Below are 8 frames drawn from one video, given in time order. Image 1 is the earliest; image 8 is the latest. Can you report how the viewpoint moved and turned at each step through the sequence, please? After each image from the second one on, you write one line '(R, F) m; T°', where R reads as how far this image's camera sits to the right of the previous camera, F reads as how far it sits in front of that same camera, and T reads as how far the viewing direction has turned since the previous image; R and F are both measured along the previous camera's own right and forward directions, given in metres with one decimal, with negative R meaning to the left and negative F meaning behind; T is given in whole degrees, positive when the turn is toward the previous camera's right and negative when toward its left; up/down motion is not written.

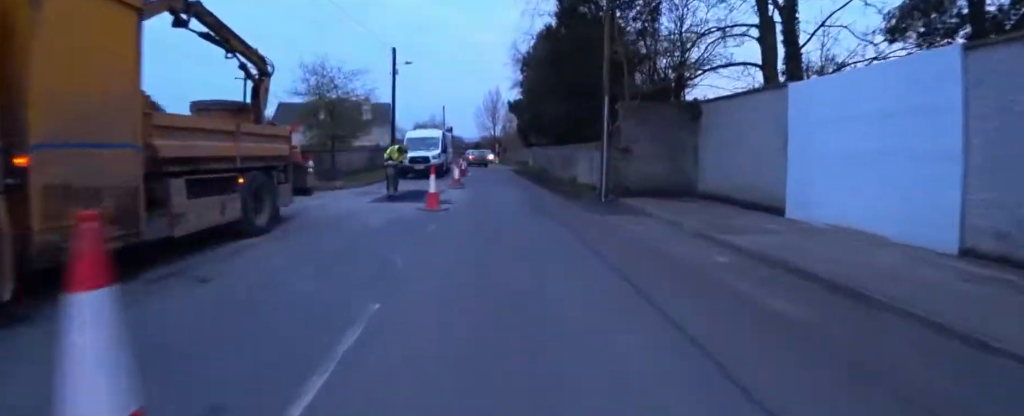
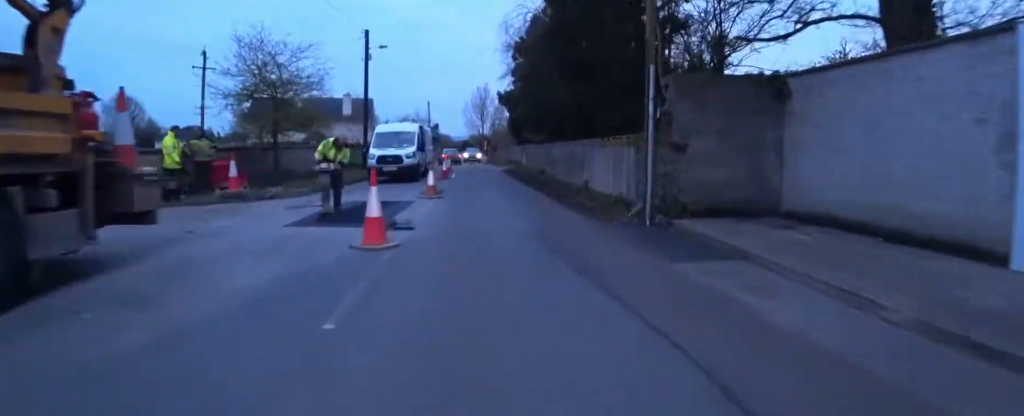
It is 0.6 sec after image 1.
(0.0, +2.7) m; 0°
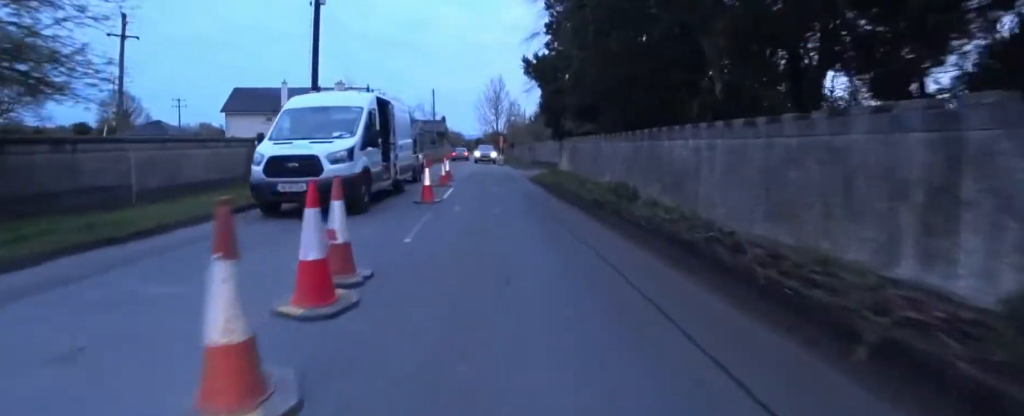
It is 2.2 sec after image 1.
(0.0, +10.2) m; 0°
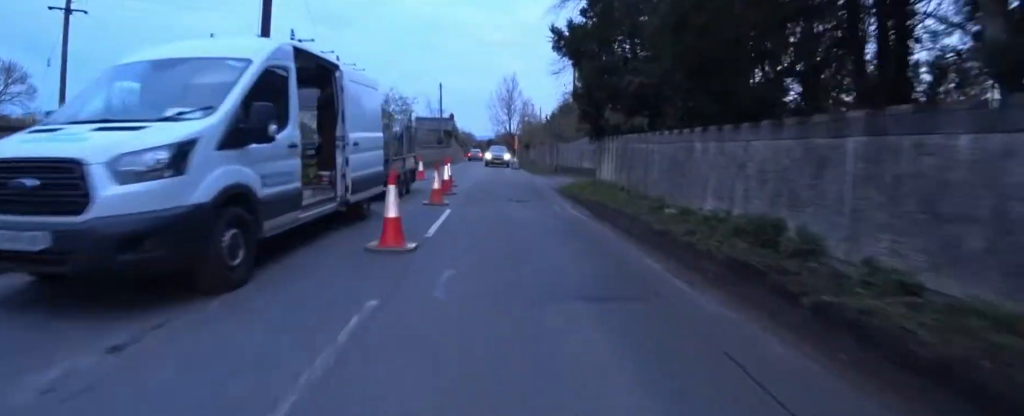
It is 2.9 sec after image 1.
(0.0, +5.3) m; 0°
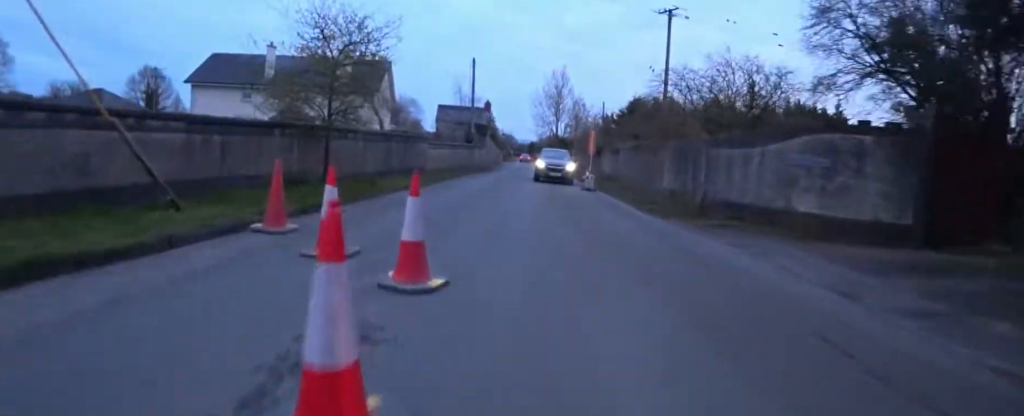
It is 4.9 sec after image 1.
(+0.3, +14.7) m; -2°
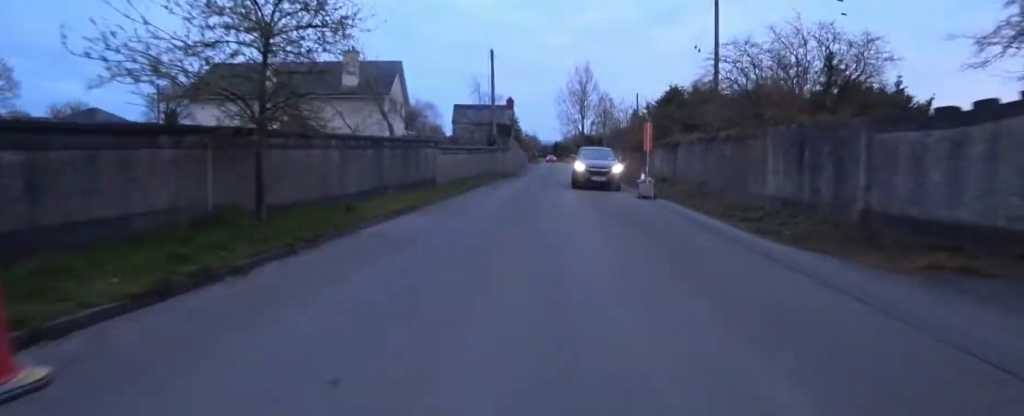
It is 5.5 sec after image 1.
(0.0, +4.3) m; -1°
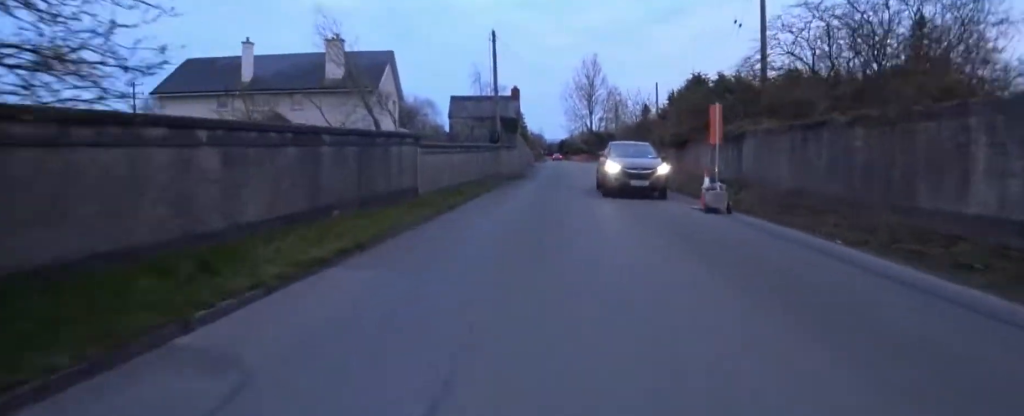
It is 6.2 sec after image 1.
(-0.7, +4.5) m; +3°
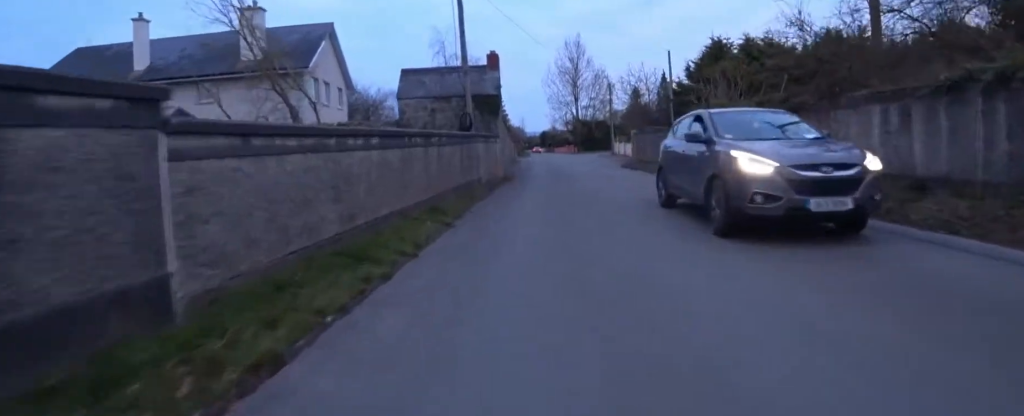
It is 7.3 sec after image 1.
(+1.4, +8.2) m; 0°
